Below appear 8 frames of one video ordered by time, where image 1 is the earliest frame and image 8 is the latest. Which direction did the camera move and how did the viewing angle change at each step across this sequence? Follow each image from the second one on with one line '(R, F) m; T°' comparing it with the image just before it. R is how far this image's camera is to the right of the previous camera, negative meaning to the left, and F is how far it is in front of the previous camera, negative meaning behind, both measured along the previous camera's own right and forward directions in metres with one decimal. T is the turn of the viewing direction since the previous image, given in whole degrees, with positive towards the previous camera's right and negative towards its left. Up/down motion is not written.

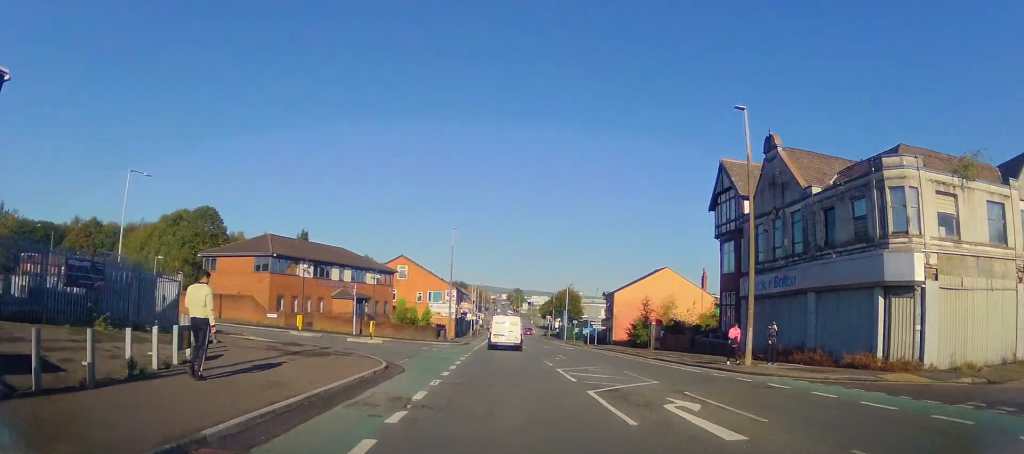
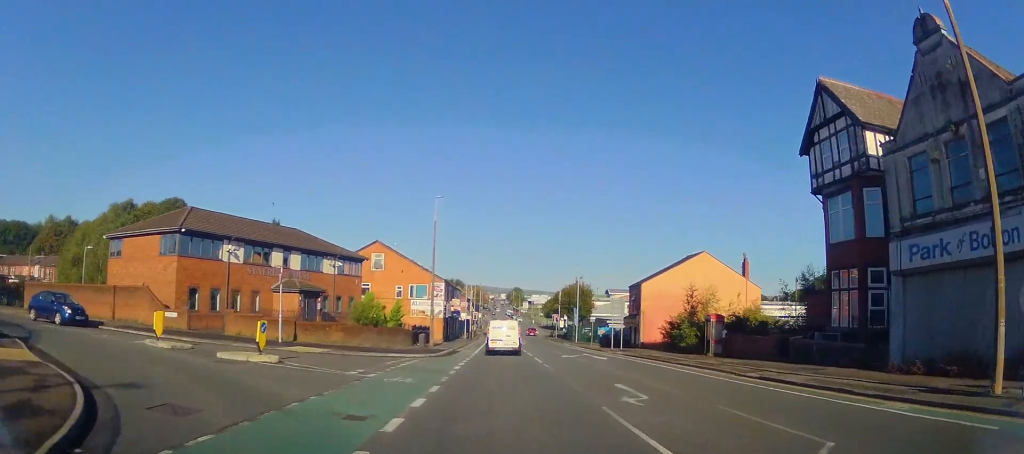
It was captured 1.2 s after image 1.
(0.0, +12.9) m; +1°
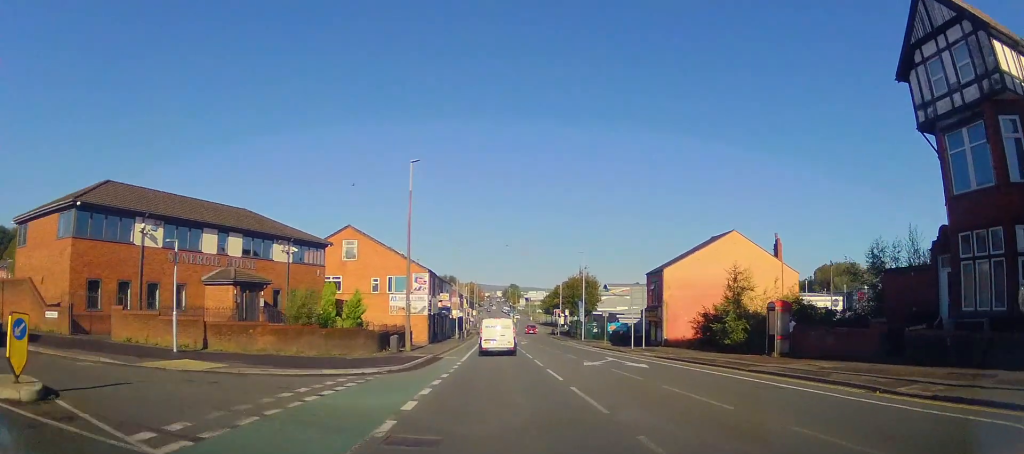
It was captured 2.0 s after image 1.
(+0.2, +8.4) m; -1°
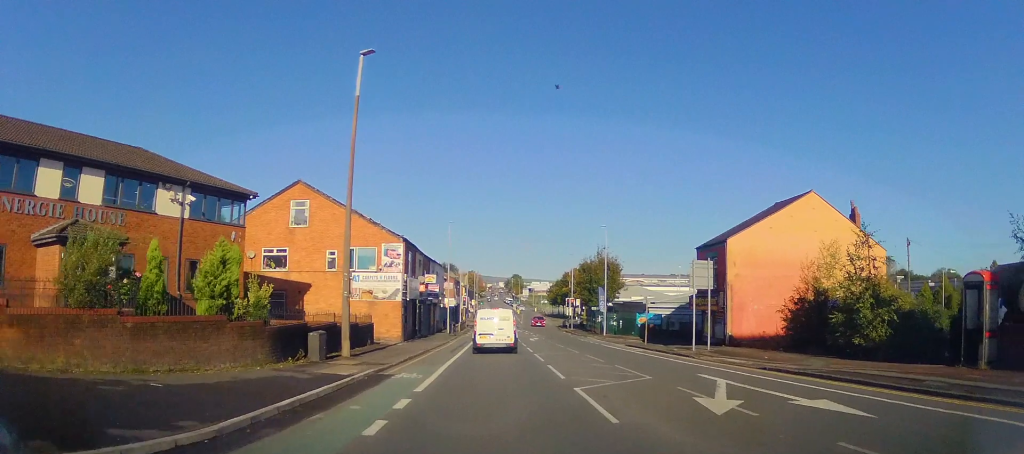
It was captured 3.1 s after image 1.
(-0.3, +12.1) m; -2°
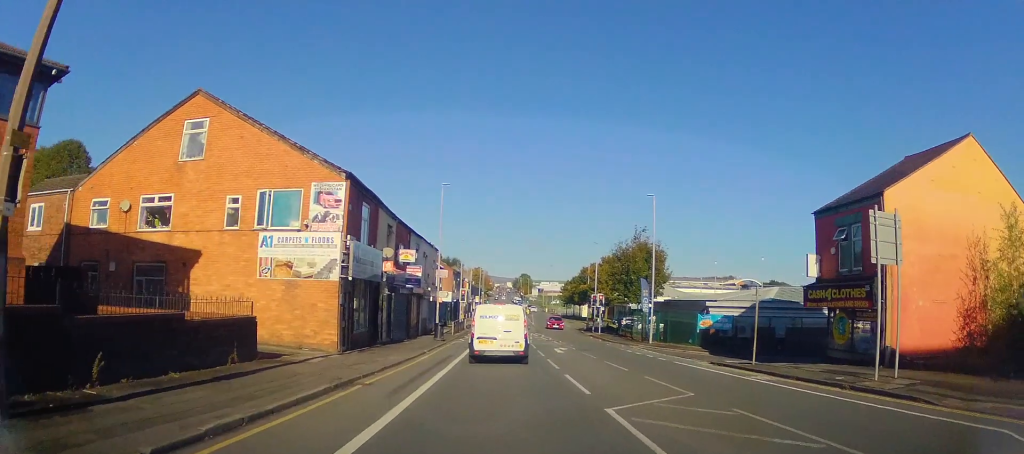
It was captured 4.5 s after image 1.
(+0.1, +14.4) m; +2°
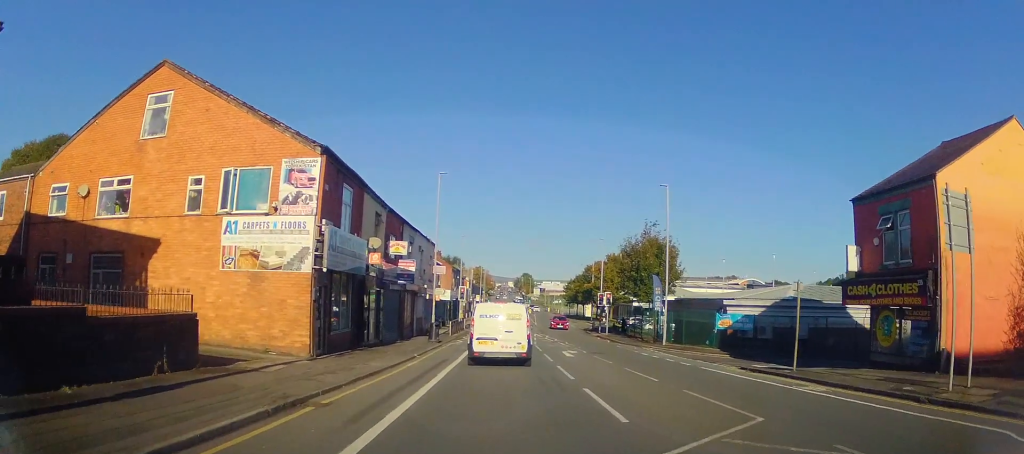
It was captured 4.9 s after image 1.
(+0.1, +3.1) m; 0°
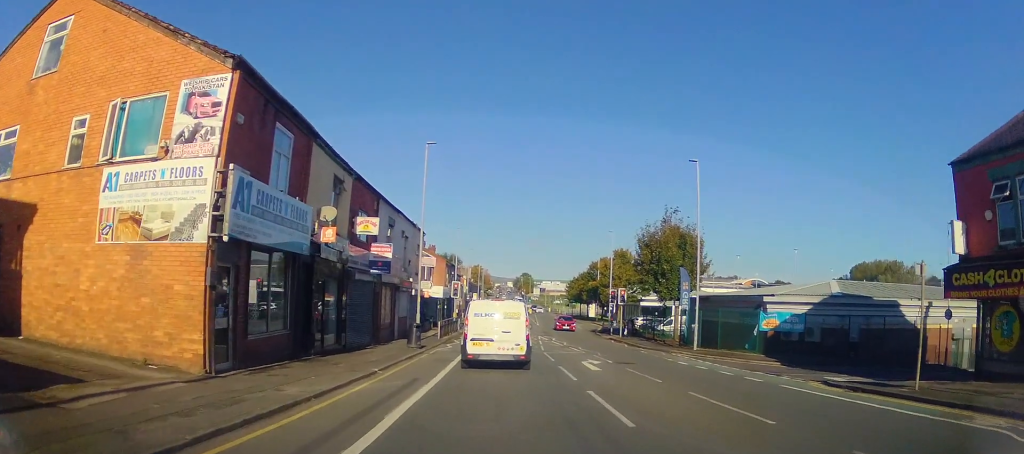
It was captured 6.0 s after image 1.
(-0.1, +6.7) m; -1°
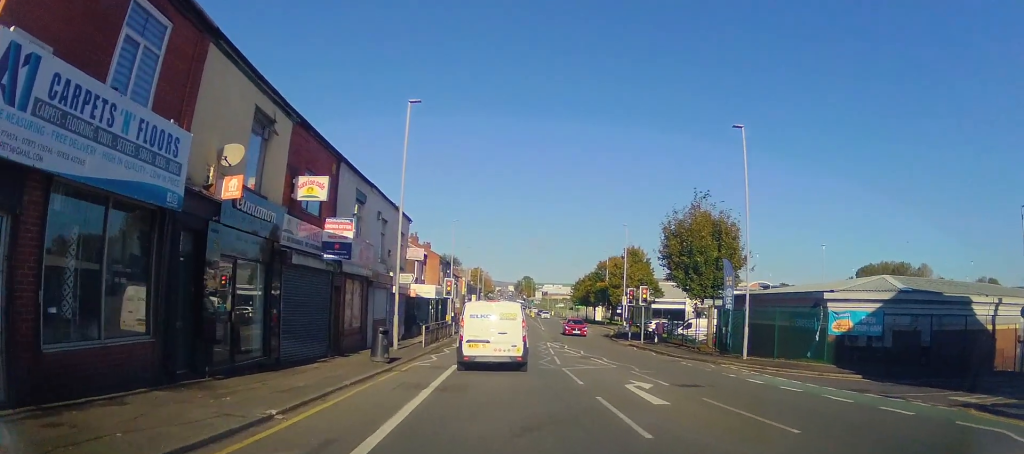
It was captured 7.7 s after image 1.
(+0.2, +6.8) m; +1°
